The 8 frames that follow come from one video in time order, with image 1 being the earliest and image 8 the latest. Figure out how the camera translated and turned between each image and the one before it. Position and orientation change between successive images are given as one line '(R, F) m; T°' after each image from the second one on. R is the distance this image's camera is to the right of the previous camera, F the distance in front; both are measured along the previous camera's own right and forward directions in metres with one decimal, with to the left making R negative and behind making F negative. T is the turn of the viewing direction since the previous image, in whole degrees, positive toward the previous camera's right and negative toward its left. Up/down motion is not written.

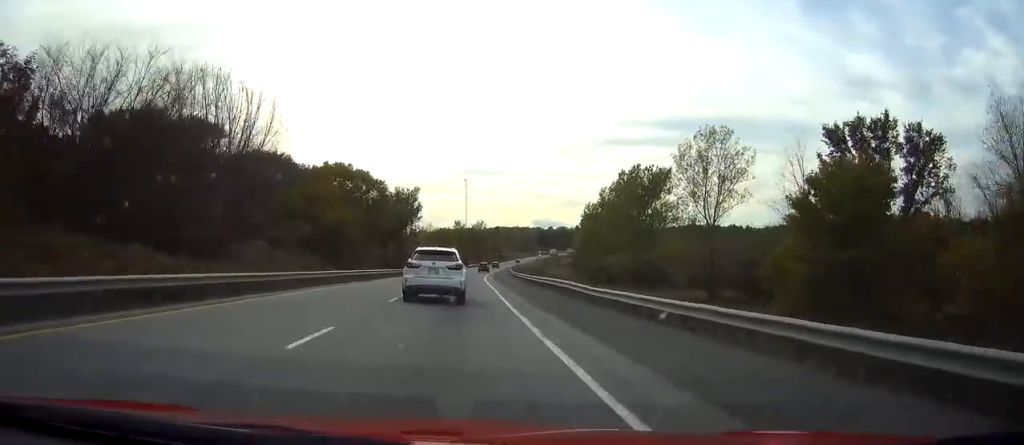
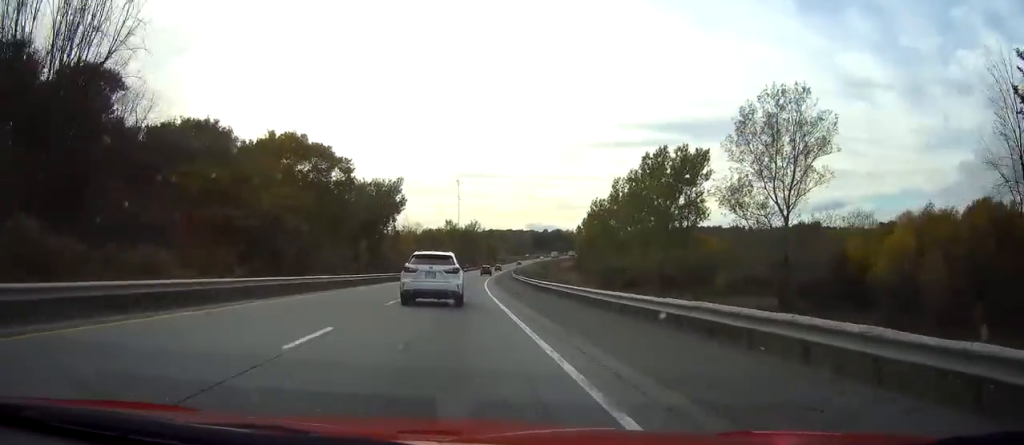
(+0.1, +23.3) m; +1°
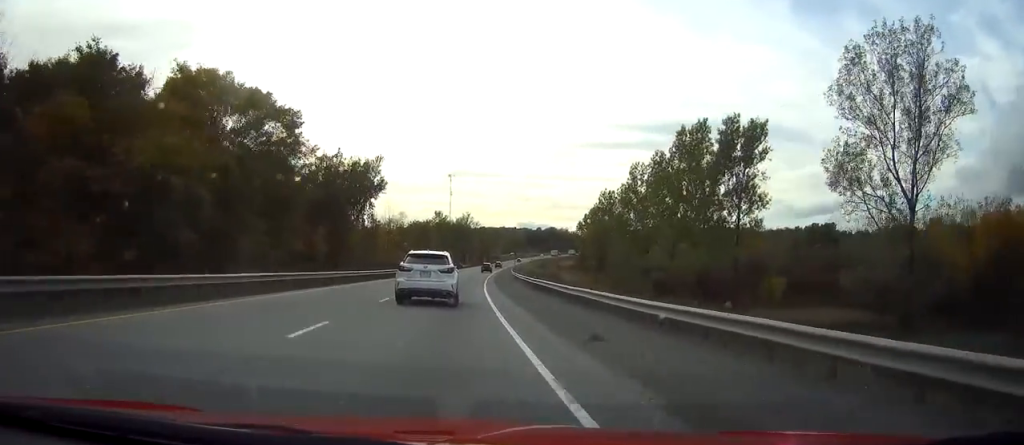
(+0.1, +22.2) m; +1°
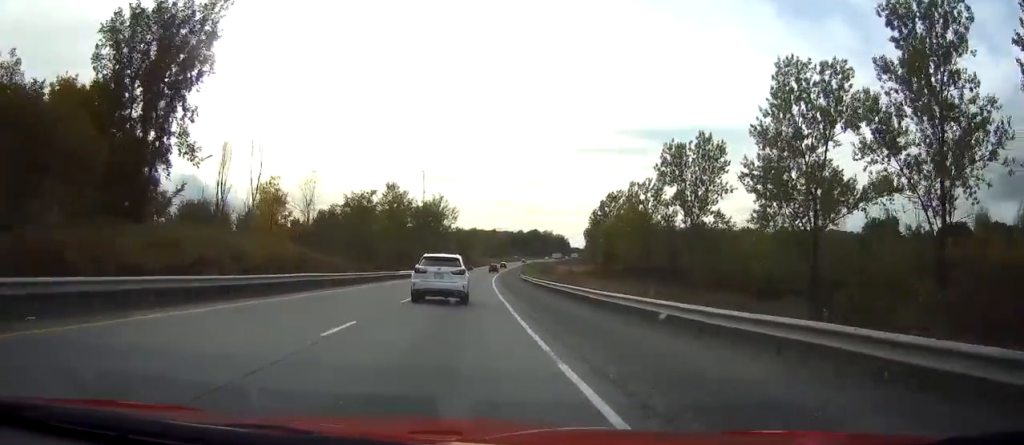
(+1.6, +70.5) m; +3°
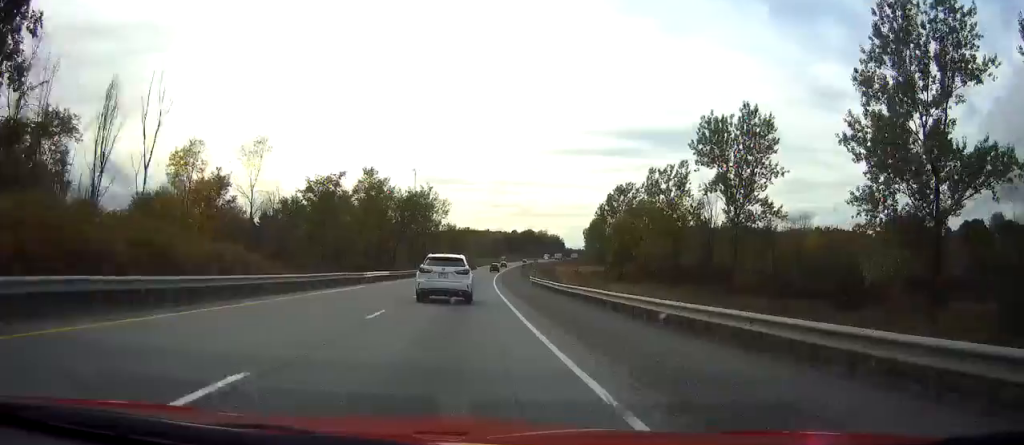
(+0.1, +19.3) m; +1°
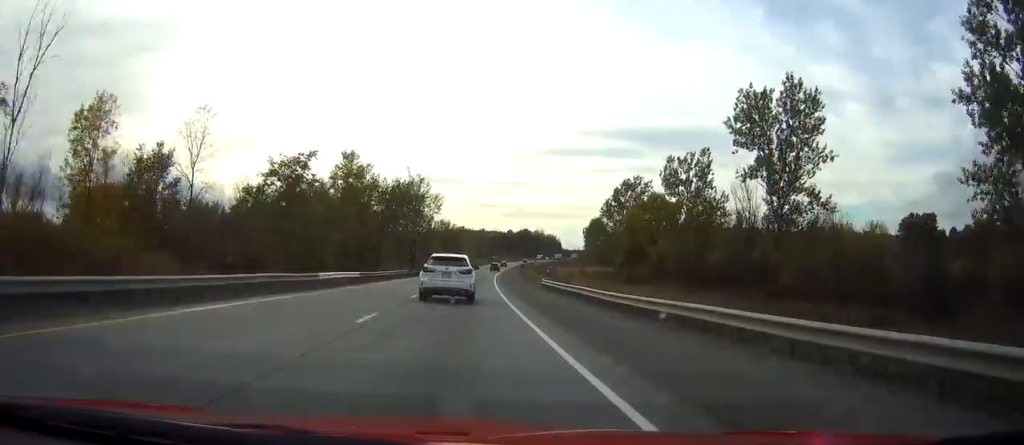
(0.0, +13.2) m; 0°
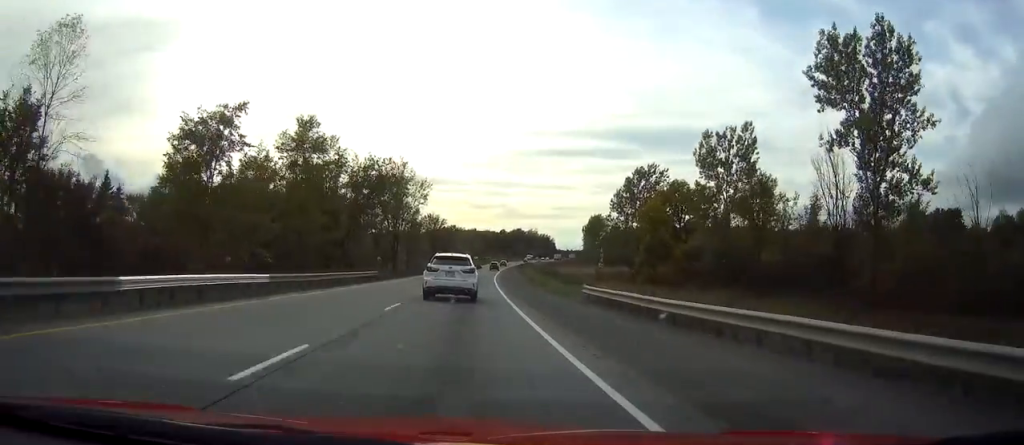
(+0.1, +19.4) m; +1°
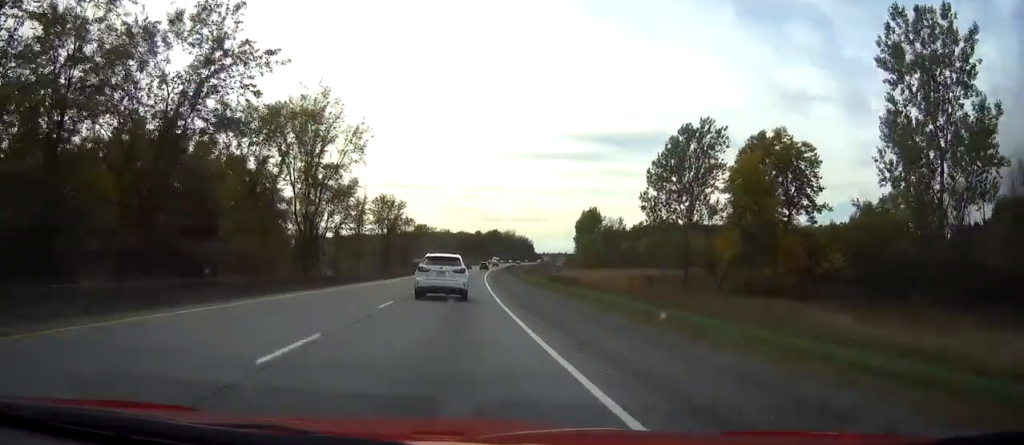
(+0.5, +46.0) m; +2°
